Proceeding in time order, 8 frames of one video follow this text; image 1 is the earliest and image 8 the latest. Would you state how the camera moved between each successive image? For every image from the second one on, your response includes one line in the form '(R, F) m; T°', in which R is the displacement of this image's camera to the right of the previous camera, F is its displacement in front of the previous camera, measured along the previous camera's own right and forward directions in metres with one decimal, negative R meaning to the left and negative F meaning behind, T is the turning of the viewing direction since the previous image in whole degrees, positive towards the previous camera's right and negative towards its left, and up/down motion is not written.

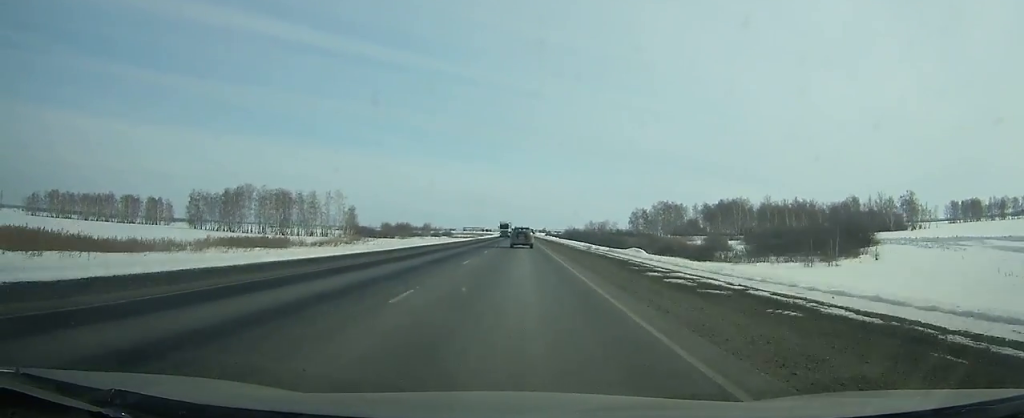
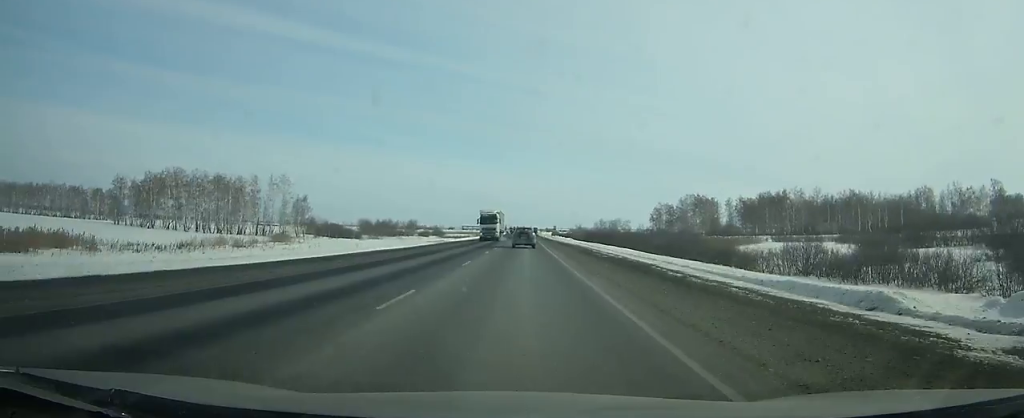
(0.0, +48.0) m; 0°
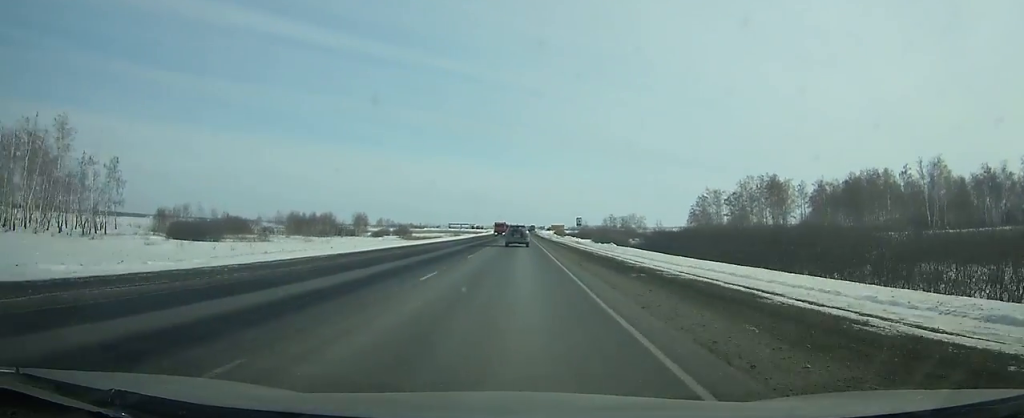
(0.0, +78.7) m; 0°
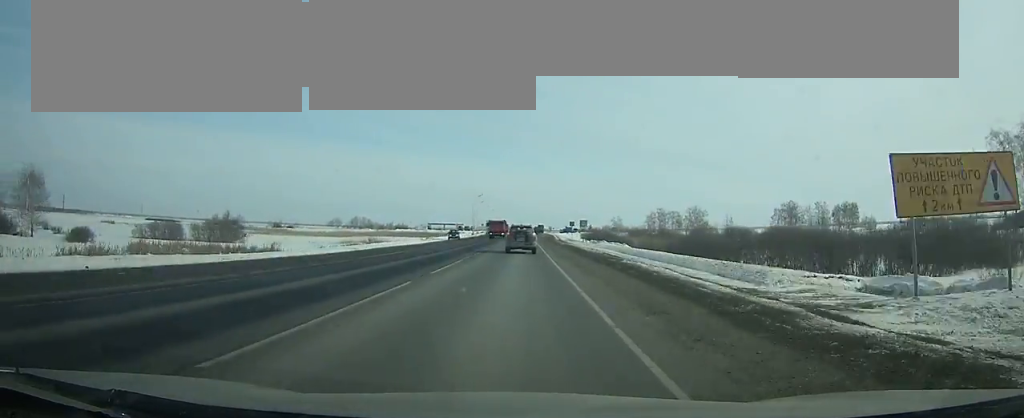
(-0.3, +131.5) m; 0°
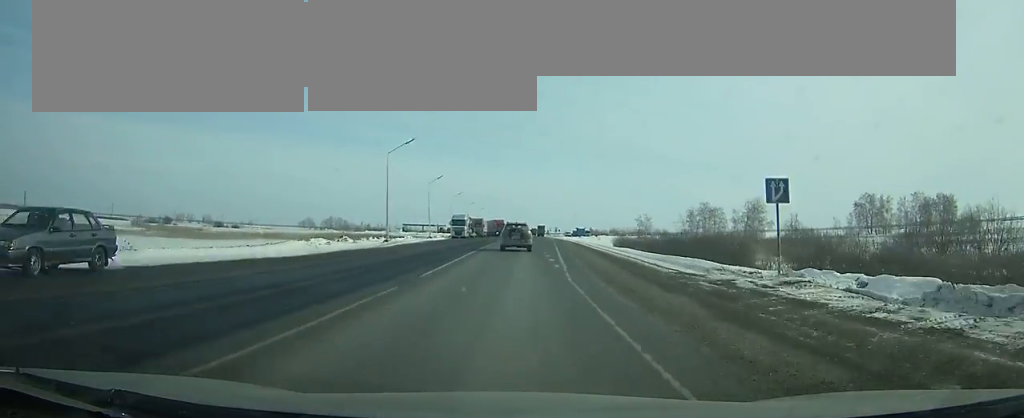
(+0.1, +76.4) m; 0°
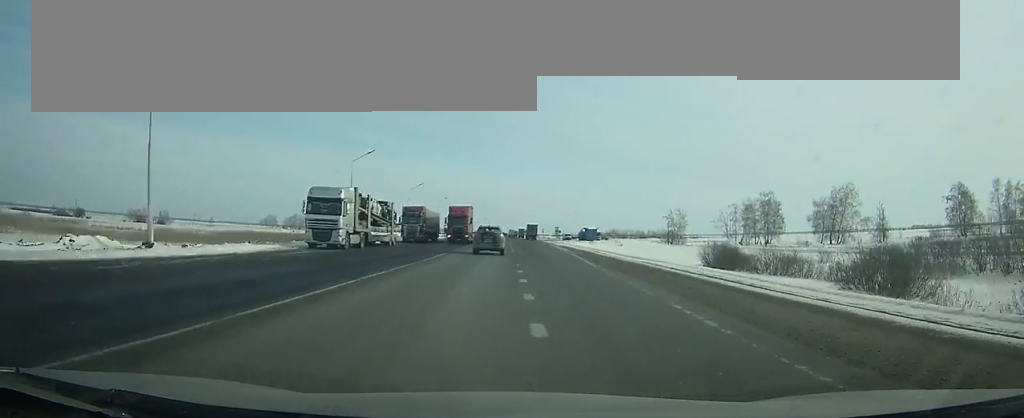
(+0.5, +63.5) m; 0°
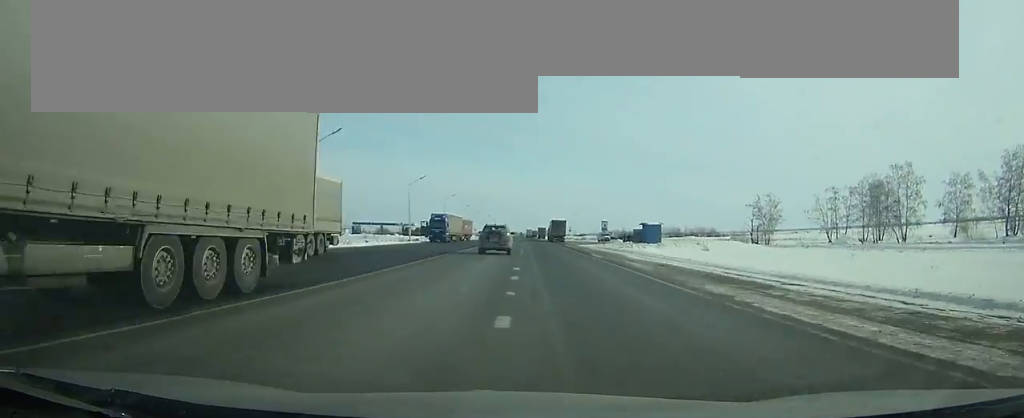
(-0.2, +47.1) m; -1°
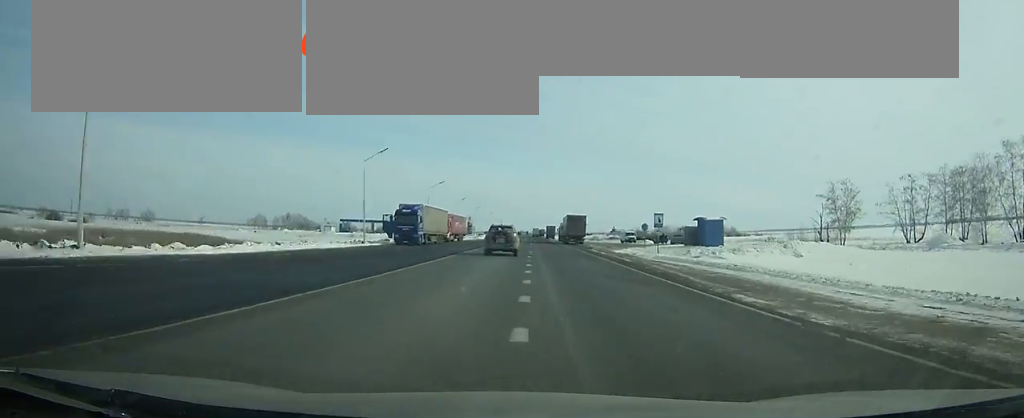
(0.0, +24.4) m; 0°
